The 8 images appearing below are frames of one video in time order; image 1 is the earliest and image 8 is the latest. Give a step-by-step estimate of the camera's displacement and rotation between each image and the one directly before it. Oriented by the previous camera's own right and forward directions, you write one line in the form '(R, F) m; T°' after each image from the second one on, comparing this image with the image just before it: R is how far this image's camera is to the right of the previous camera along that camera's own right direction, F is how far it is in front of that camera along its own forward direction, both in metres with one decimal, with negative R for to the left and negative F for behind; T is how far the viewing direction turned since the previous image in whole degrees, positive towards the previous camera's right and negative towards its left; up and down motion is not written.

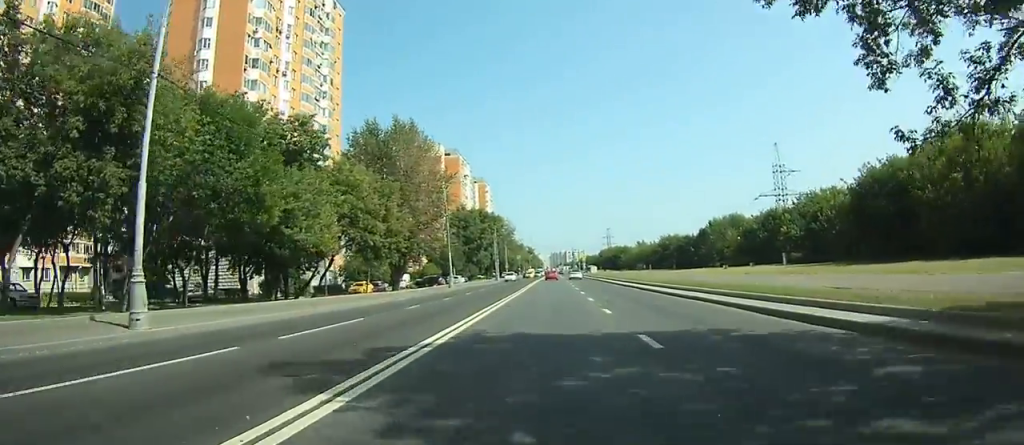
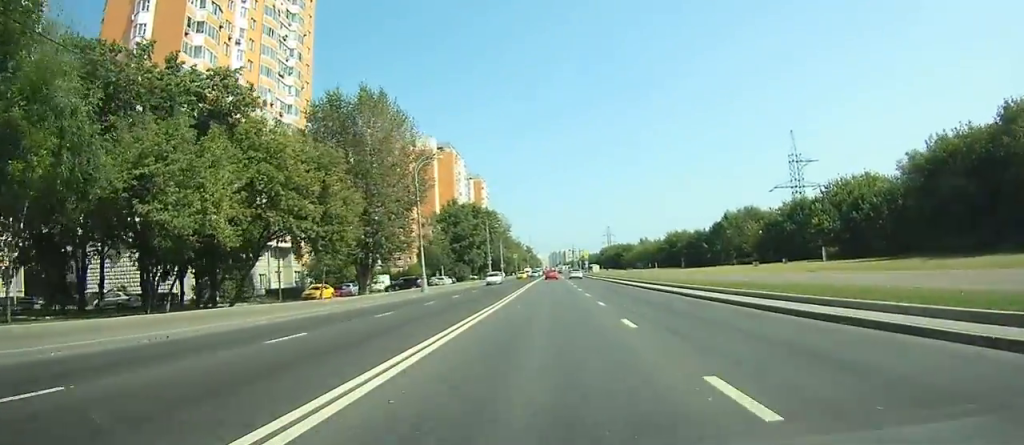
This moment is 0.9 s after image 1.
(0.0, +12.6) m; 0°
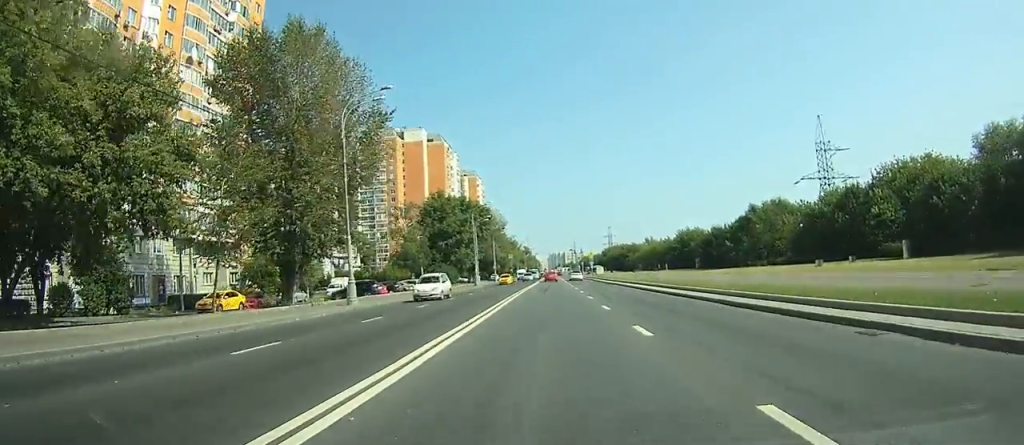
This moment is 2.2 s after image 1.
(-0.1, +17.4) m; -1°
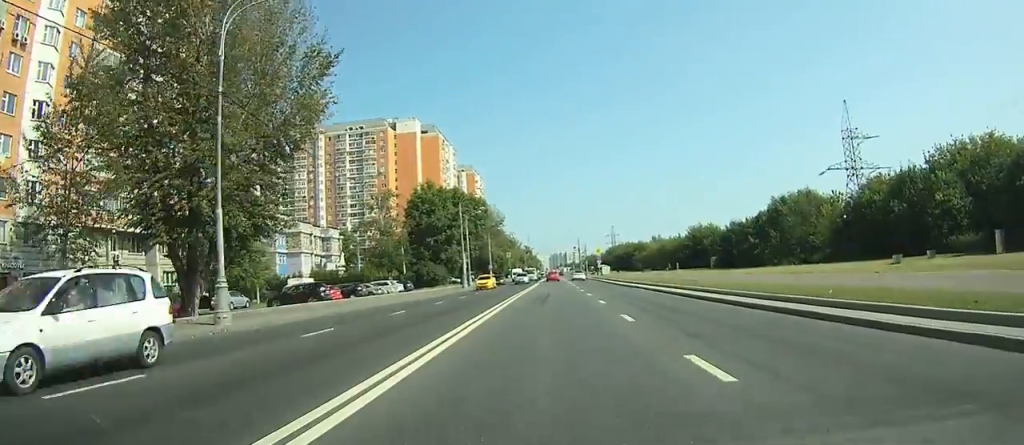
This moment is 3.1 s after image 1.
(0.0, +12.8) m; 0°
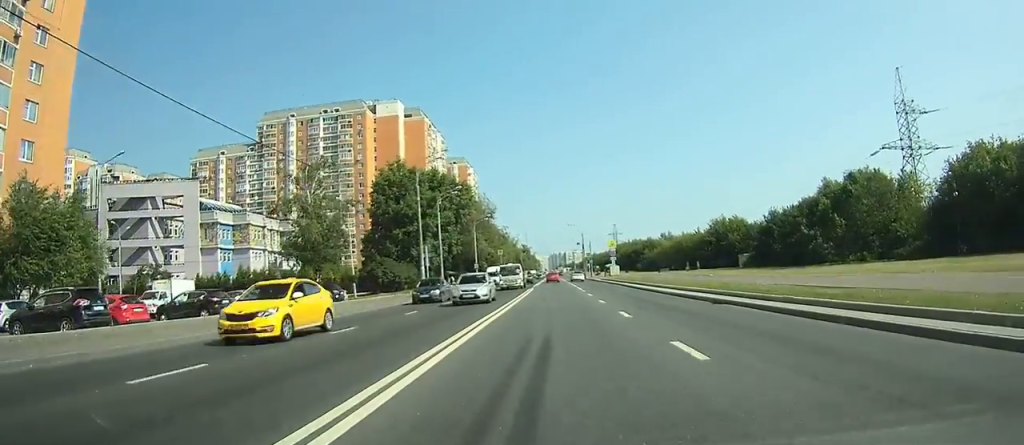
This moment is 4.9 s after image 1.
(0.0, +22.1) m; 0°
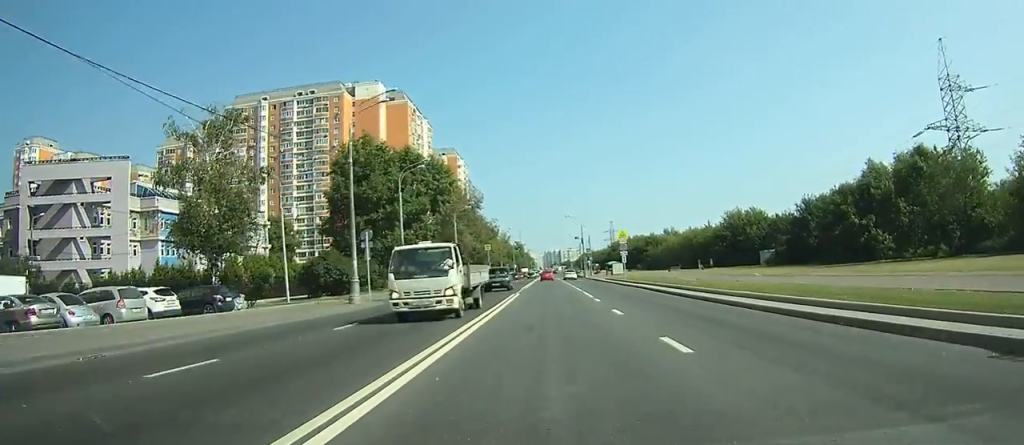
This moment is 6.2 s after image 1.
(0.0, +14.6) m; +1°
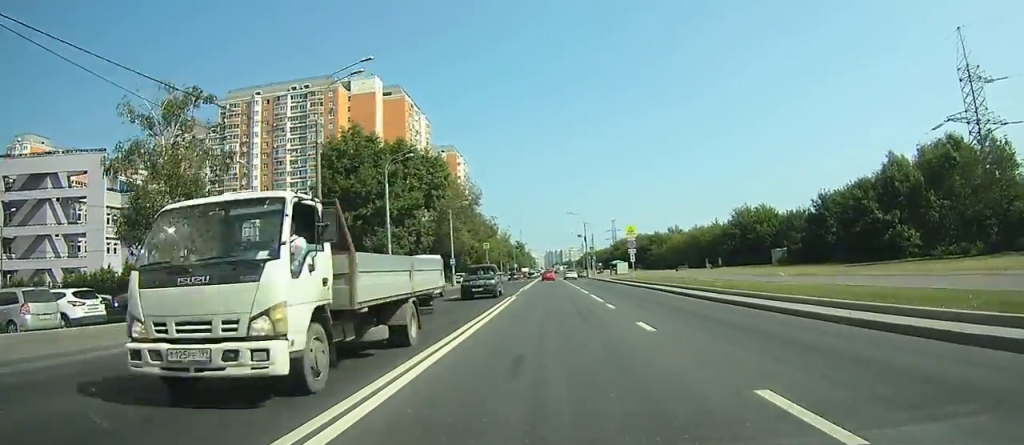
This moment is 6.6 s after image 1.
(0.0, +4.6) m; +1°
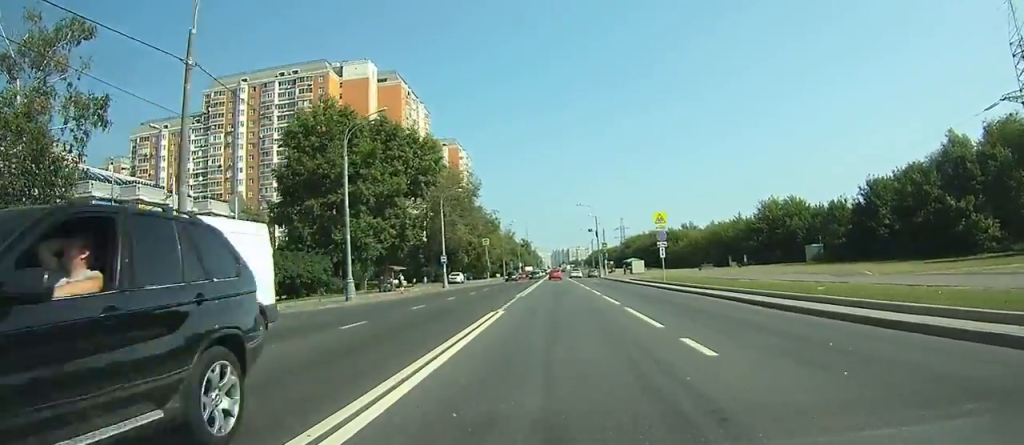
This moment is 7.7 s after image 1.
(+0.2, +10.0) m; +2°
